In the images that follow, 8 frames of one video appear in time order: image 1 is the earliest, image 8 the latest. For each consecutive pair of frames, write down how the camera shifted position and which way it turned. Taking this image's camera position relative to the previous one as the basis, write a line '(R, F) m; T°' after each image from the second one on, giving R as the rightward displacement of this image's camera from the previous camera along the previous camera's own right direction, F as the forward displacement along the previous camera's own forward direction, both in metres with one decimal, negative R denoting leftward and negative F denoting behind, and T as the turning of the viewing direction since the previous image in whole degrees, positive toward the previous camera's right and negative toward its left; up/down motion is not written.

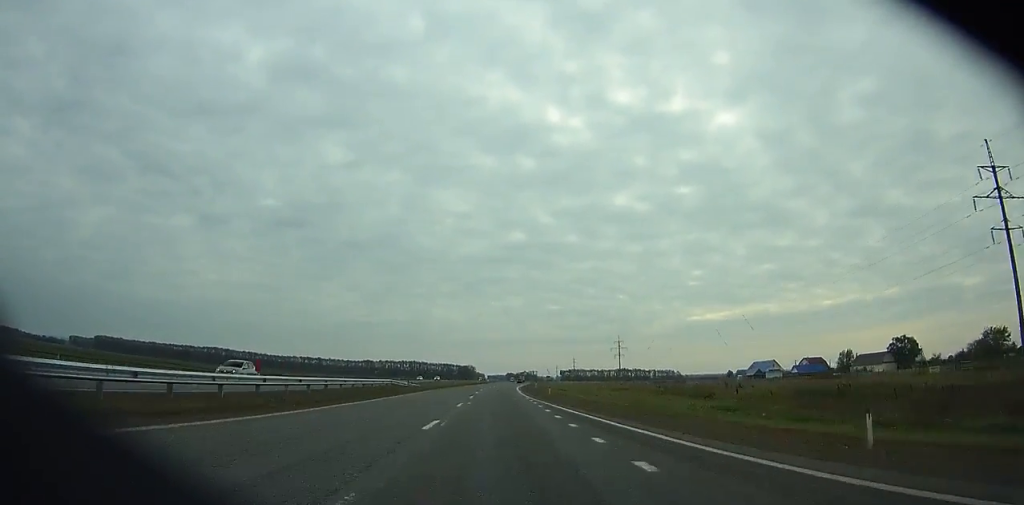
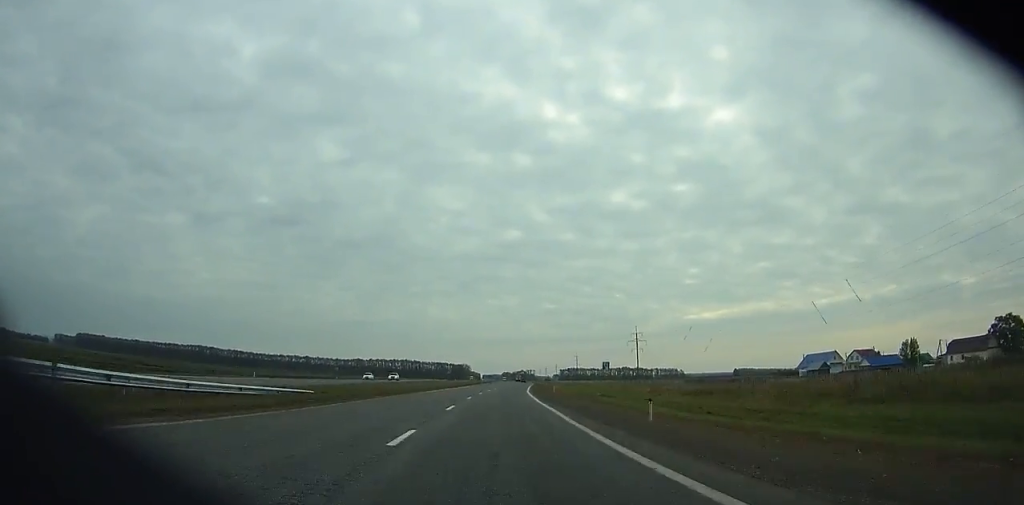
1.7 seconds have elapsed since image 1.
(-0.1, +39.0) m; 0°
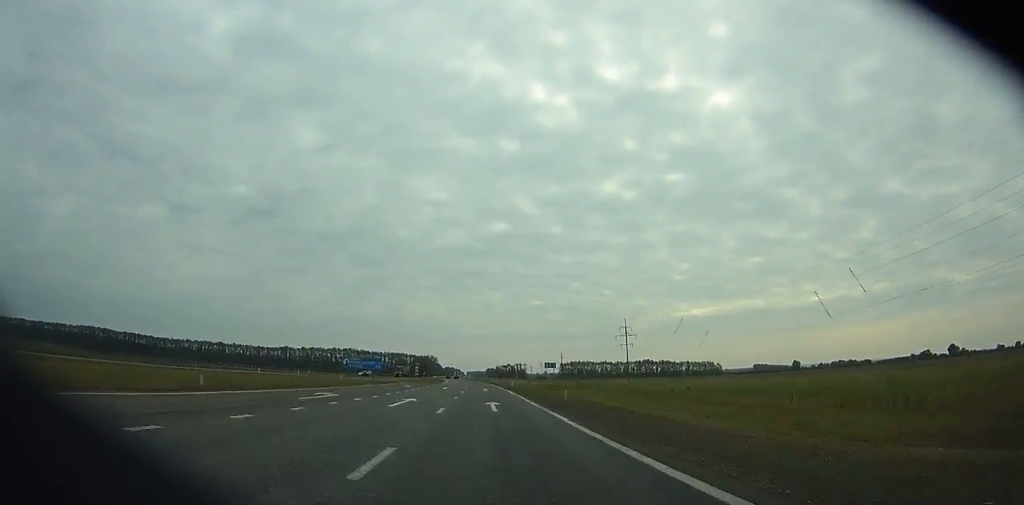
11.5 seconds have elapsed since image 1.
(+9.3, +228.2) m; +2°
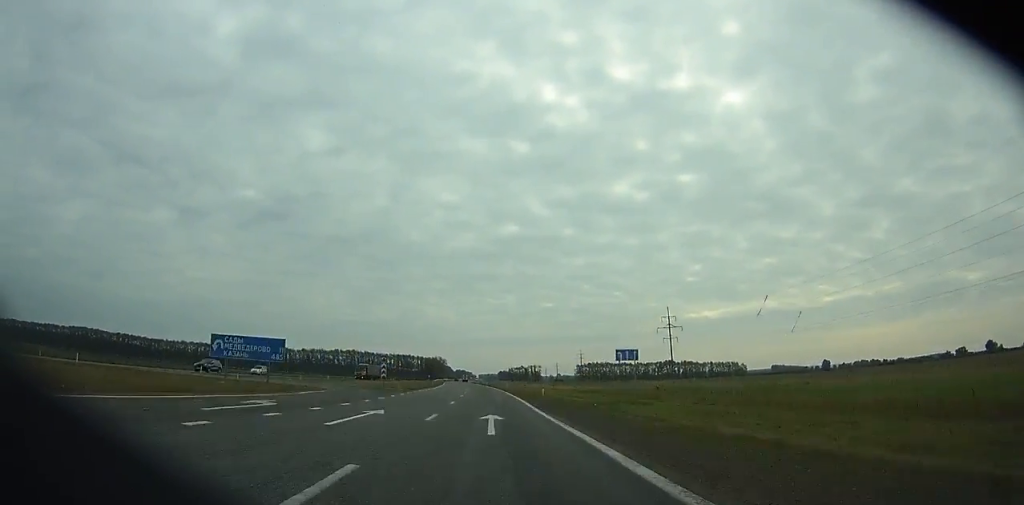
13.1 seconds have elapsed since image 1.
(-0.2, +37.7) m; -1°
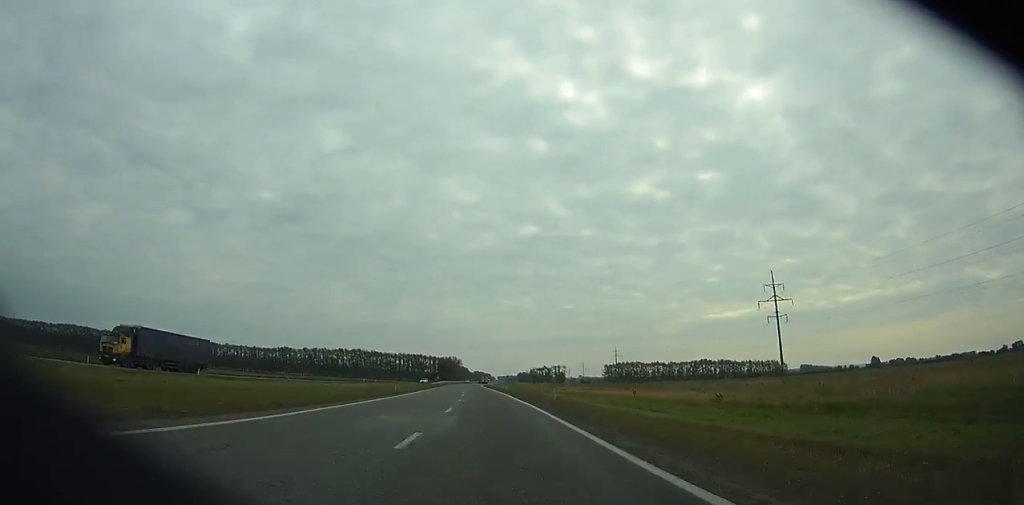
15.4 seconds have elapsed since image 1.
(-1.0, +54.4) m; -2°
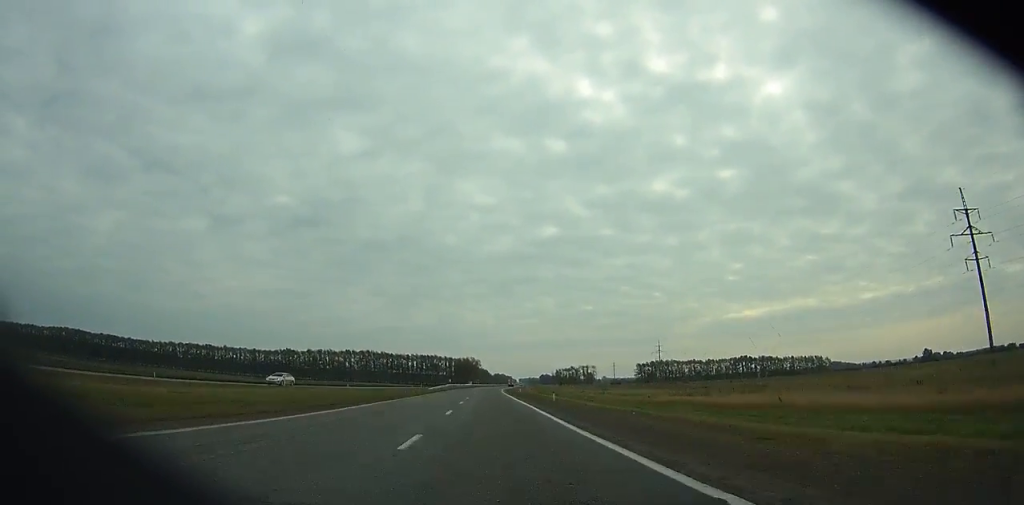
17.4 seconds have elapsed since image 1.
(-0.6, +47.5) m; -2°
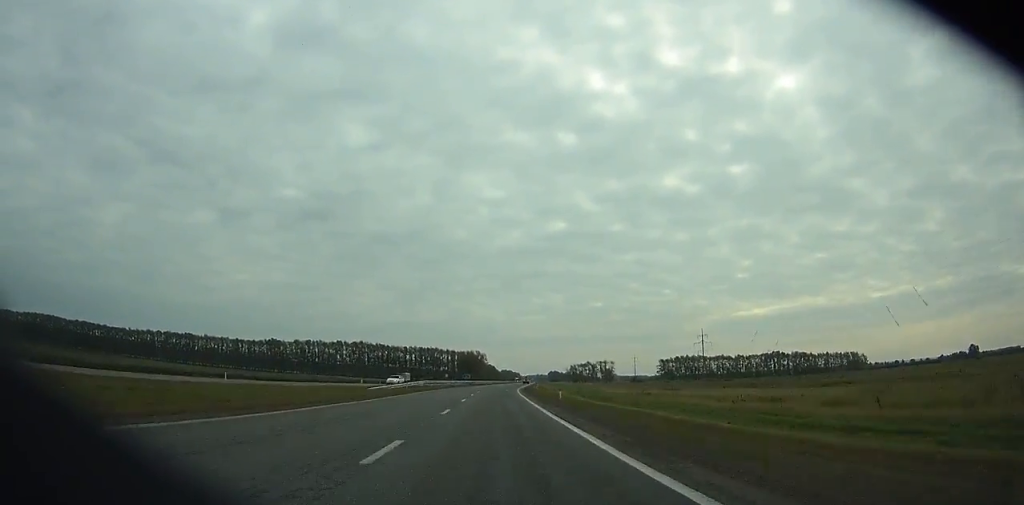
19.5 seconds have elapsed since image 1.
(-1.0, +50.3) m; -1°
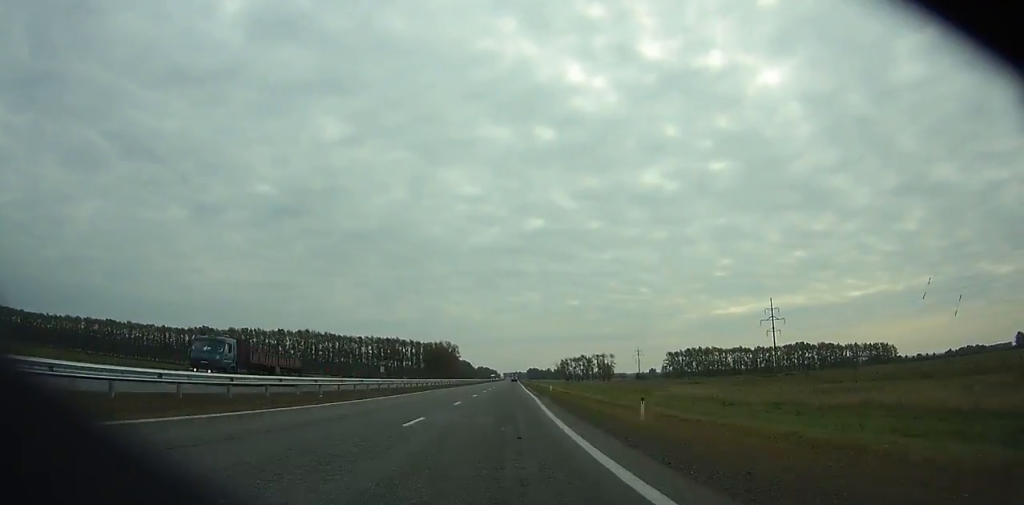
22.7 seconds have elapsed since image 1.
(-0.2, +77.6) m; +1°
